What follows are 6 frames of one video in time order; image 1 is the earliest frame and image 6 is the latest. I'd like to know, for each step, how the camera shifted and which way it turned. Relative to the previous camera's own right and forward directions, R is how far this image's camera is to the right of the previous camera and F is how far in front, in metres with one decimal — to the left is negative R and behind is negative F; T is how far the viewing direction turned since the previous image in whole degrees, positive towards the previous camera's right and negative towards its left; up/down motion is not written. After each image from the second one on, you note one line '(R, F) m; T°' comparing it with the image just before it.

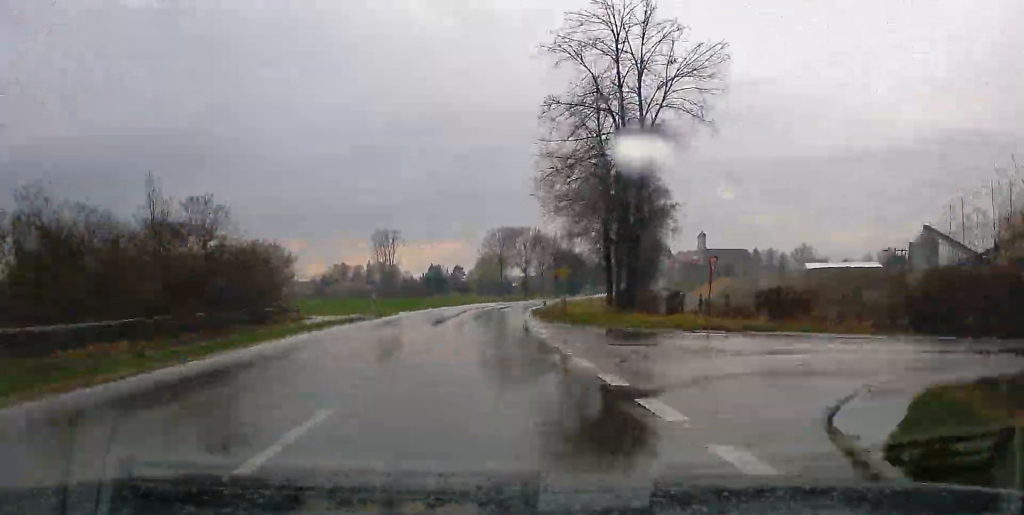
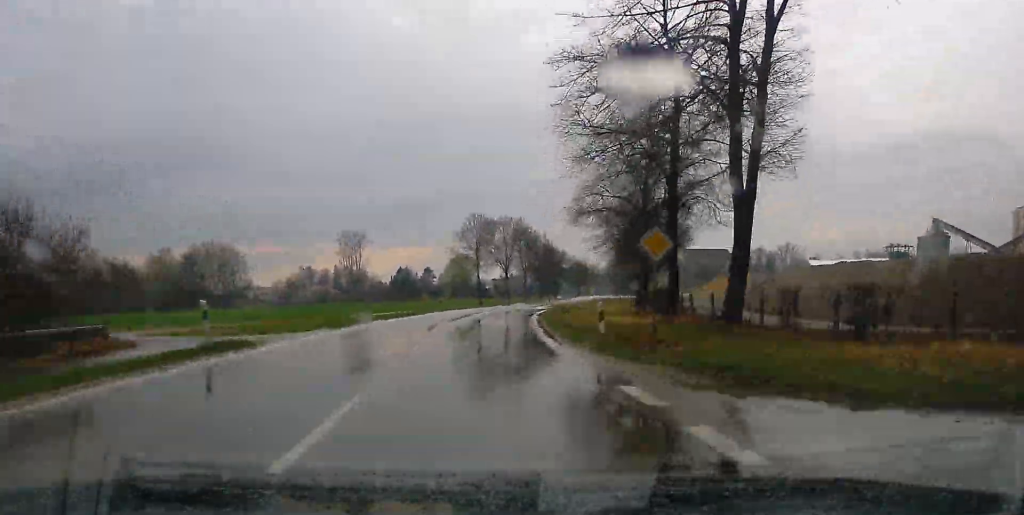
(+0.5, +23.2) m; -1°
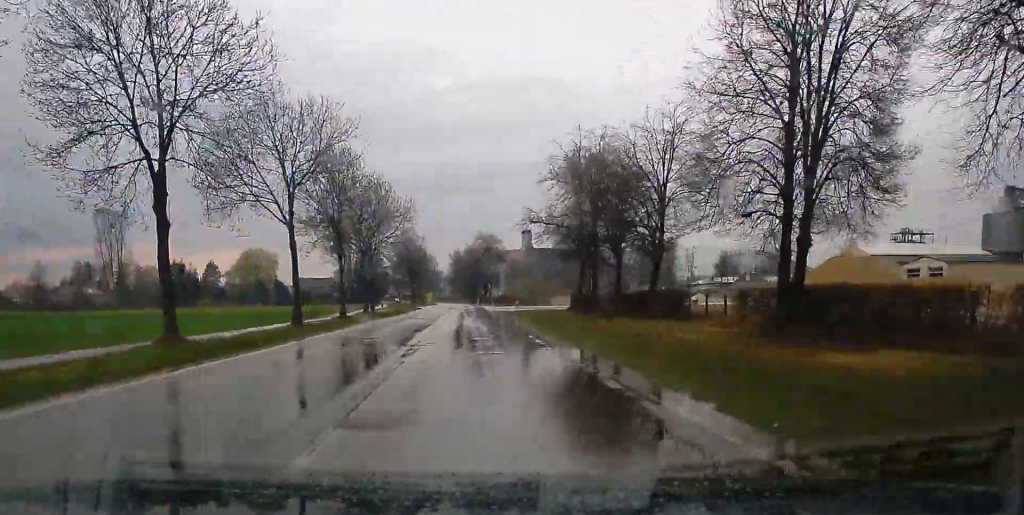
(+13.4, +107.6) m; +17°
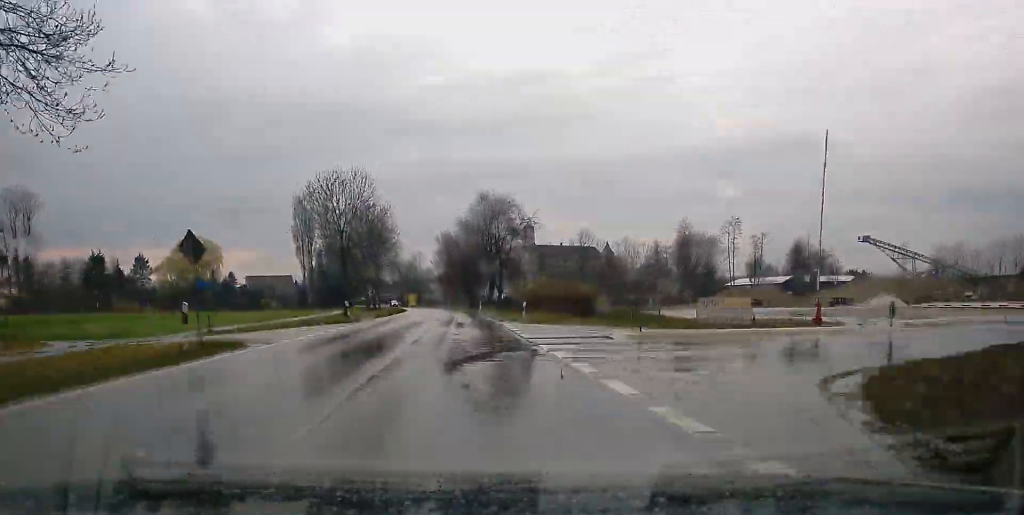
(-3.1, +68.0) m; -5°
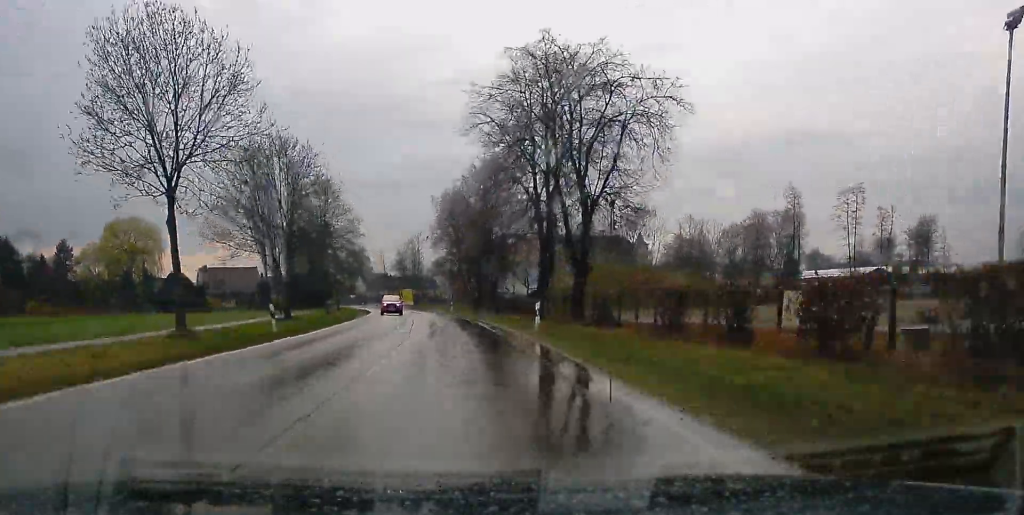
(-0.6, +57.7) m; -2°
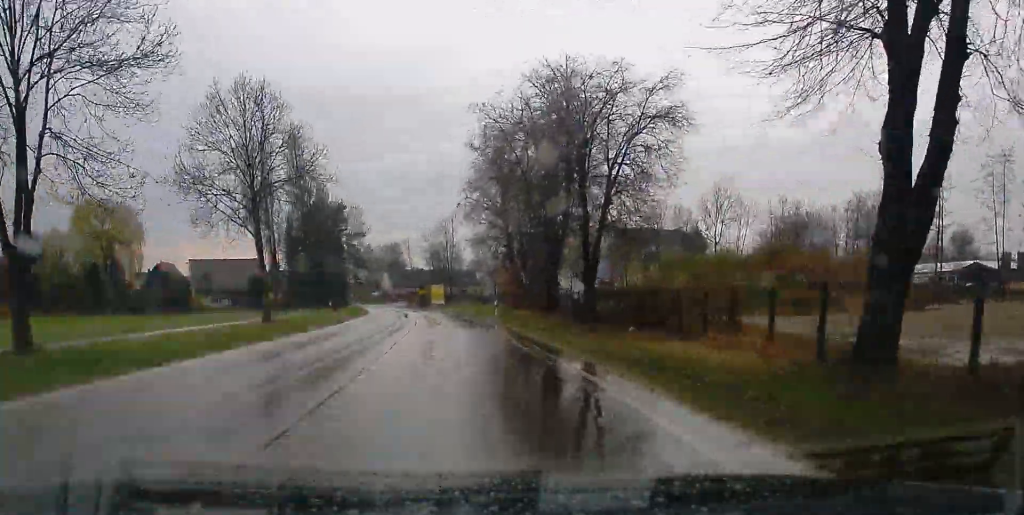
(-0.6, +33.8) m; -2°
